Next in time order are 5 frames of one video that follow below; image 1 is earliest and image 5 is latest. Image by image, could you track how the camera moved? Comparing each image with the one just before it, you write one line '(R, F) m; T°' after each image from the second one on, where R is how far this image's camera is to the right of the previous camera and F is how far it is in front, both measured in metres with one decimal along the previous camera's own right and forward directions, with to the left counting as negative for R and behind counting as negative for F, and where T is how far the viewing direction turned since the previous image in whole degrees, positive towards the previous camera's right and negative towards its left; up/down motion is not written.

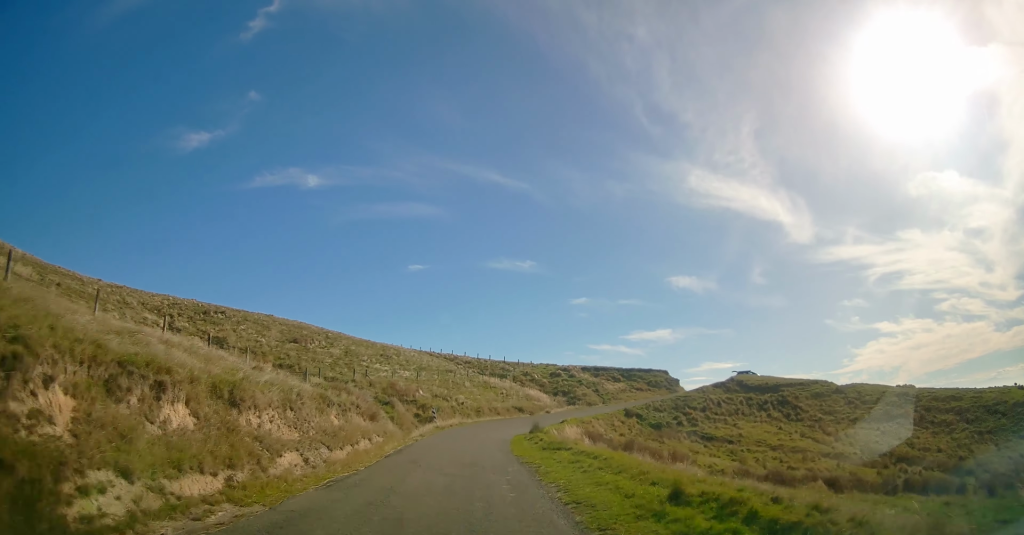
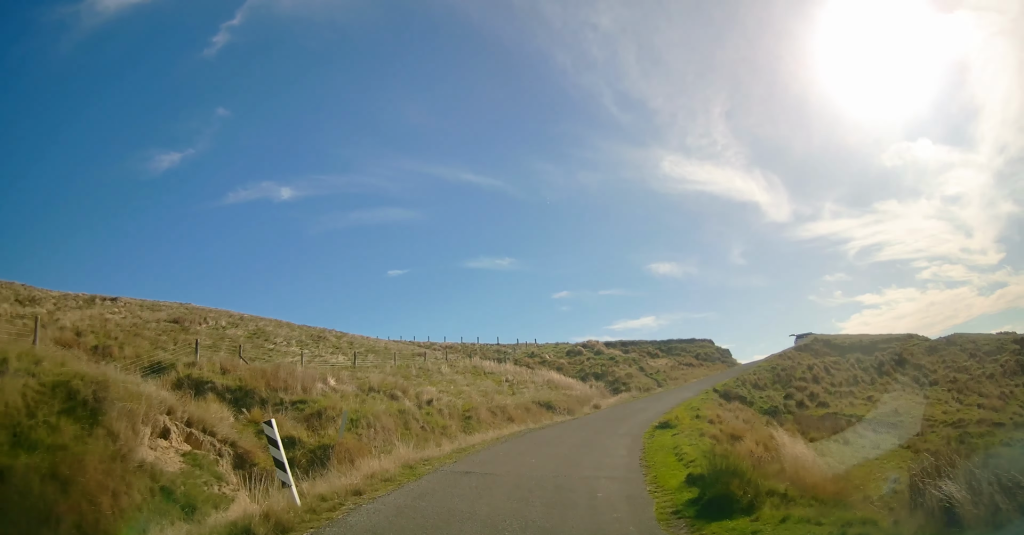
(+0.4, +24.0) m; +1°
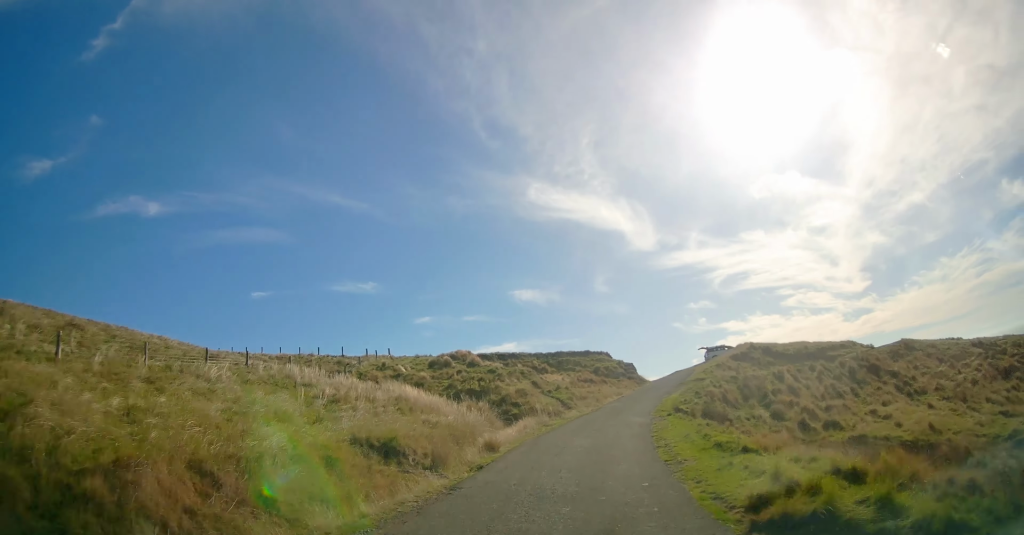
(+0.5, +15.0) m; +9°
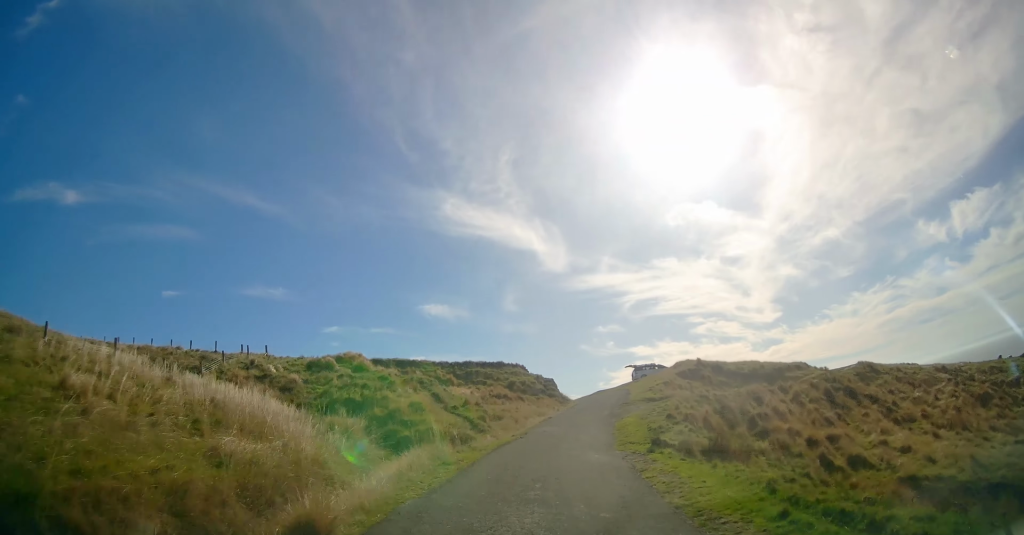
(+0.5, +8.6) m; +11°
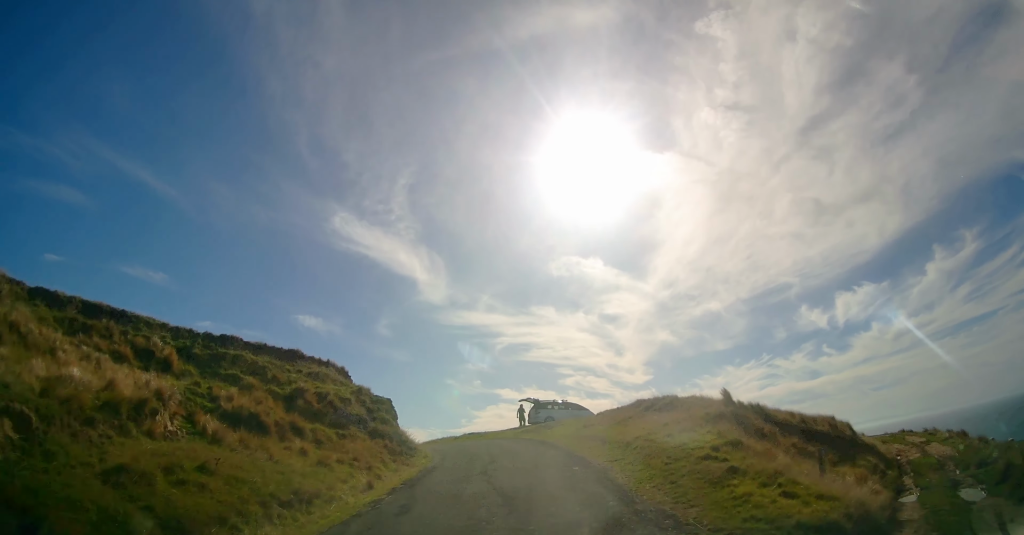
(+6.2, +23.6) m; +18°
